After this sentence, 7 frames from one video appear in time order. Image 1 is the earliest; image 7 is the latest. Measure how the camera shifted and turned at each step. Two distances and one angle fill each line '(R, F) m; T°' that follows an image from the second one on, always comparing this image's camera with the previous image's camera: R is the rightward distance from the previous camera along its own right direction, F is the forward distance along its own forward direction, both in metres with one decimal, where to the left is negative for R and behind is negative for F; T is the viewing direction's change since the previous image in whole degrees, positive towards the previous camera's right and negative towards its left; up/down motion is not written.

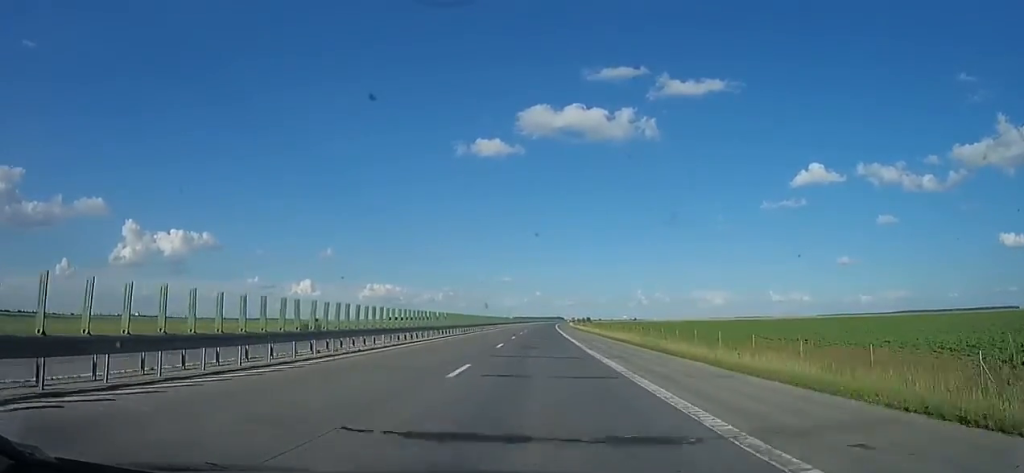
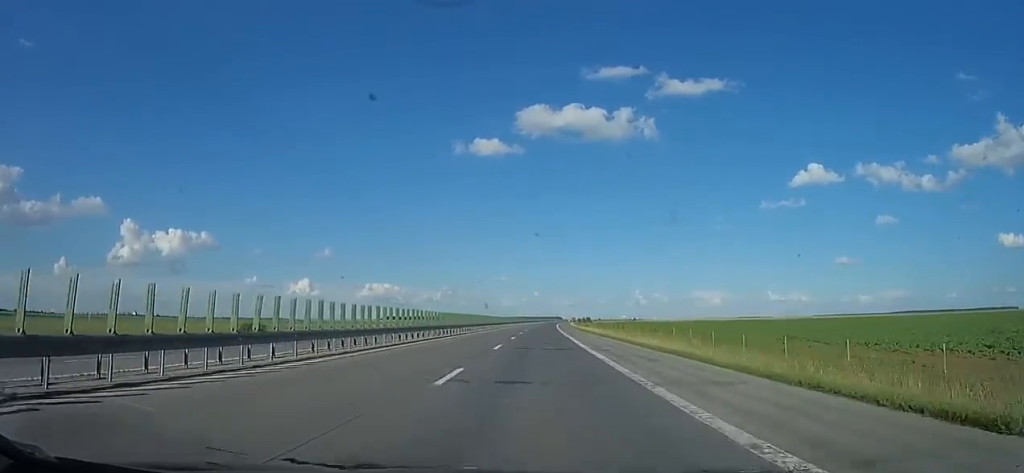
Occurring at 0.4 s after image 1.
(+0.2, +13.3) m; 0°
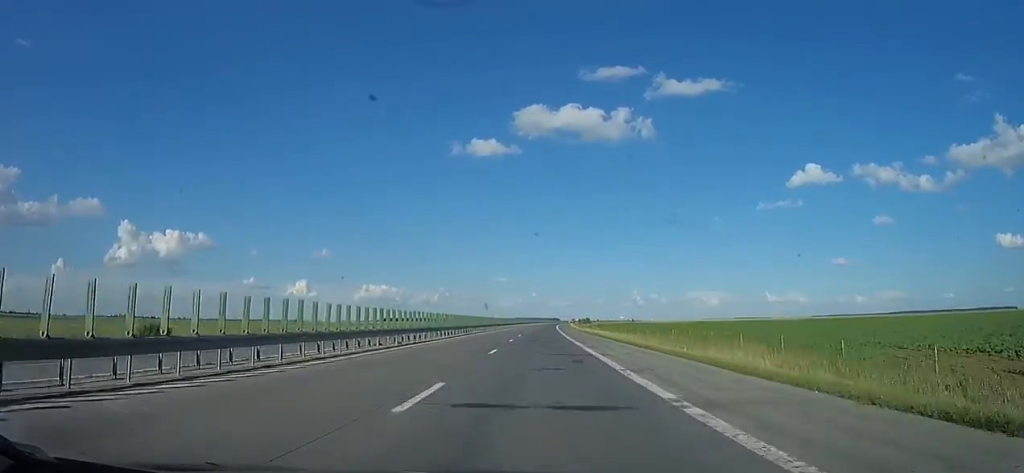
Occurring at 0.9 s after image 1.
(-0.7, +14.4) m; 0°
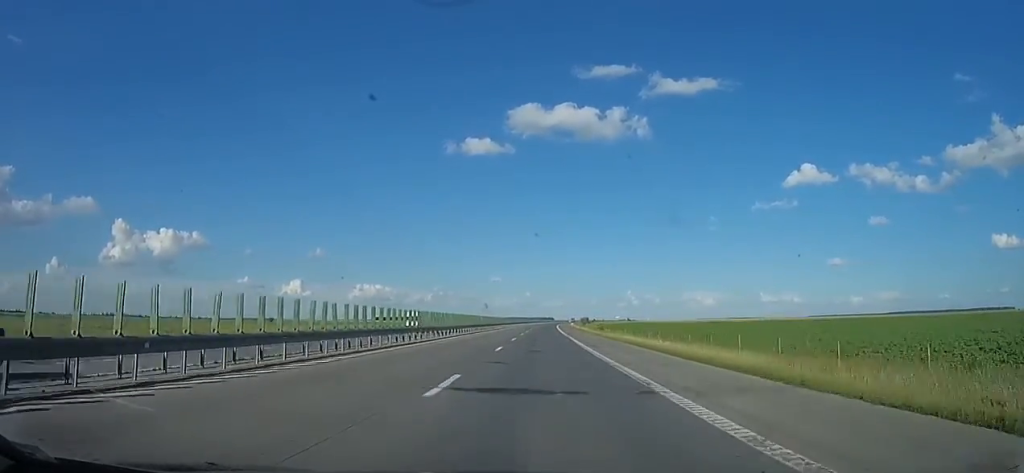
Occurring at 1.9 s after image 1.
(+0.3, +34.1) m; 0°
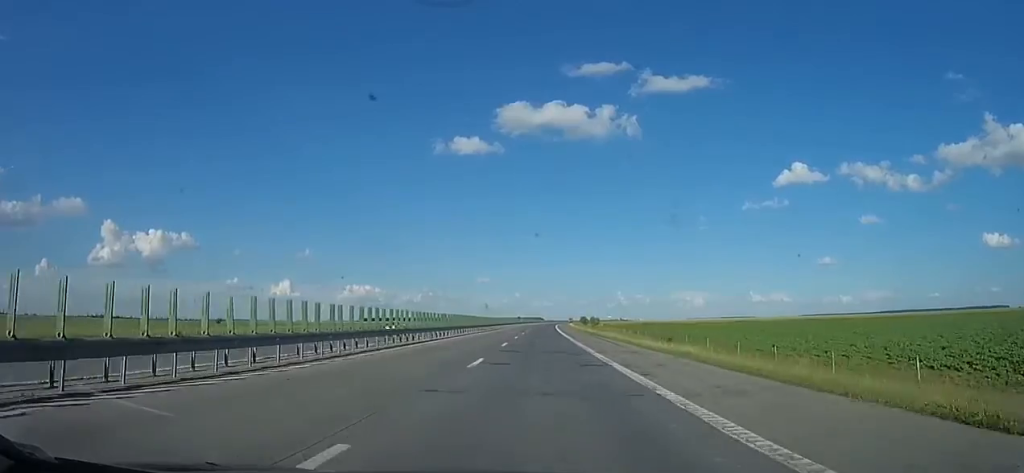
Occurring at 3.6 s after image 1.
(-0.4, +53.9) m; +1°
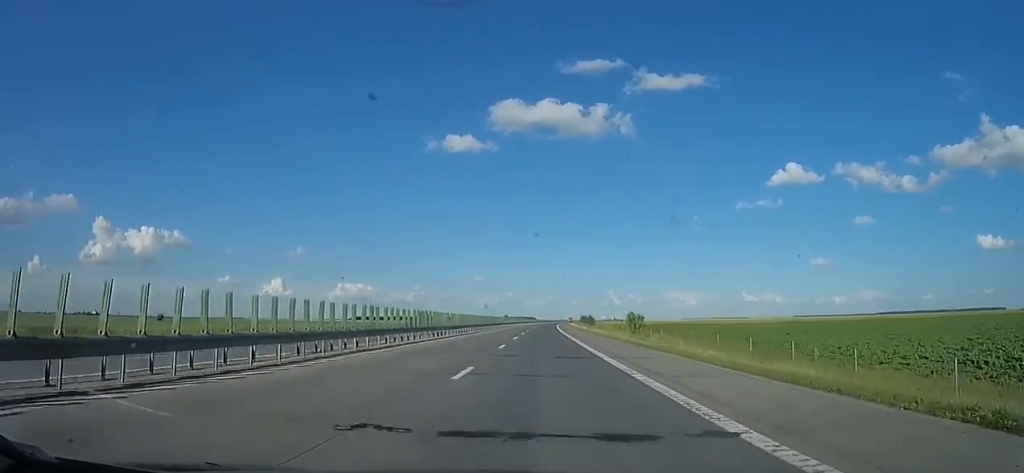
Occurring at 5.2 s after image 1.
(+1.7, +50.9) m; +2°
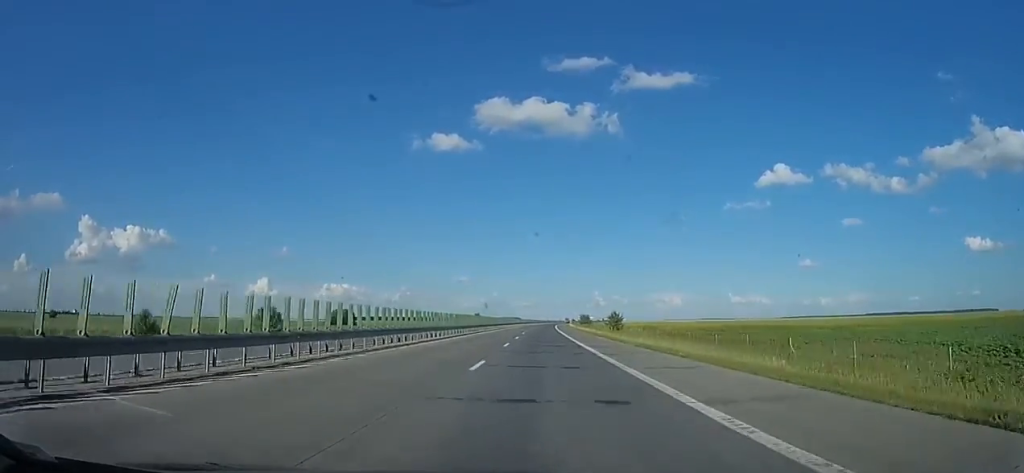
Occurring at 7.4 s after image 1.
(-0.1, +69.1) m; +1°
